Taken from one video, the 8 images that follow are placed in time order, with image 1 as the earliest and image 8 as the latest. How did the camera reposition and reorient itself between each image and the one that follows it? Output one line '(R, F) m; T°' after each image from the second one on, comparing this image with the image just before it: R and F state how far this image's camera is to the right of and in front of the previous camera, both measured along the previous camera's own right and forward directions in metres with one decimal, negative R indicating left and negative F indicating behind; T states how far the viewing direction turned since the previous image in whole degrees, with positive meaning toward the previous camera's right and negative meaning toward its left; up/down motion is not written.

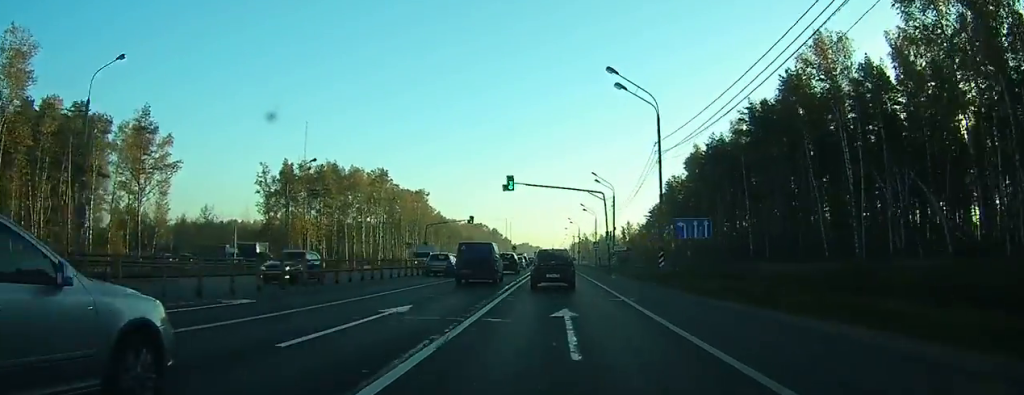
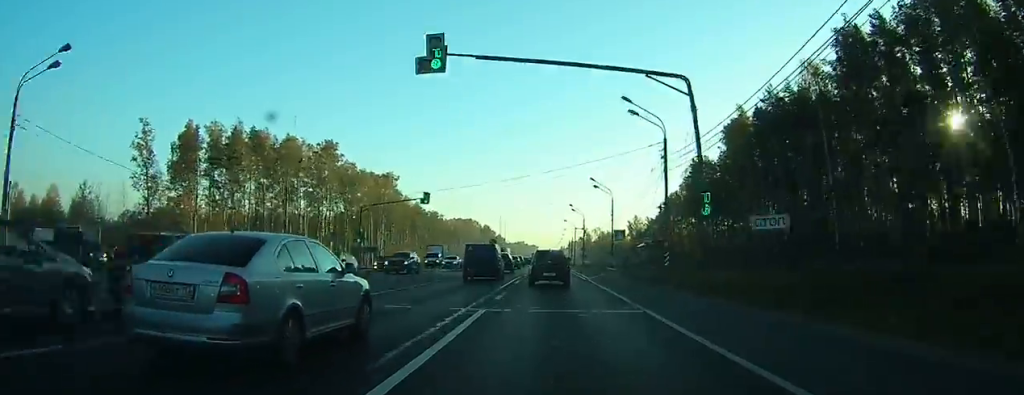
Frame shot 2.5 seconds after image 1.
(-0.1, +34.0) m; 0°
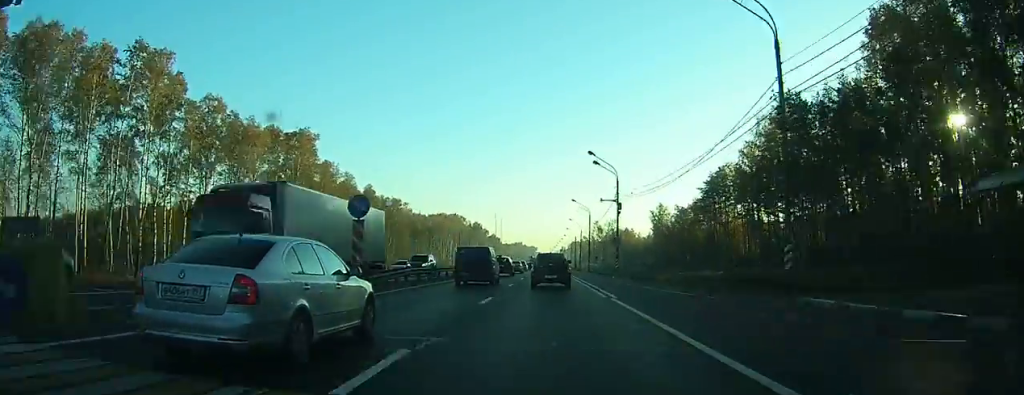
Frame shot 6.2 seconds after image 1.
(+0.2, +52.0) m; 0°
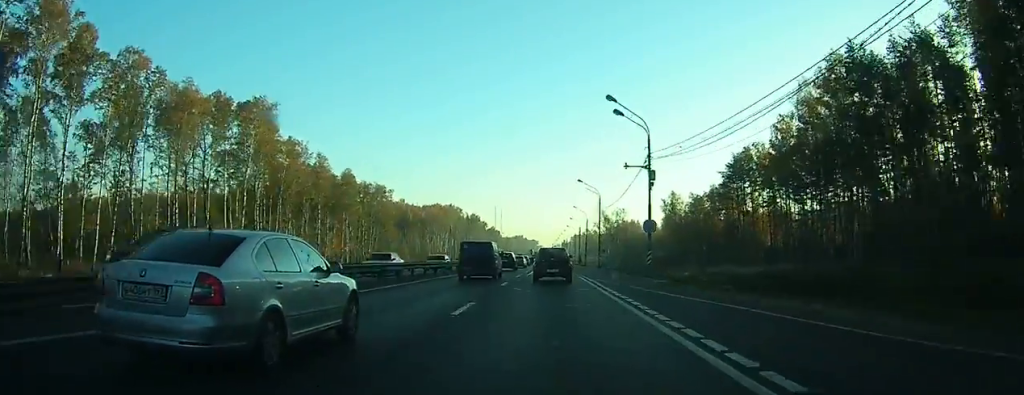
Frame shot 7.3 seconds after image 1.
(-0.2, +18.4) m; 0°
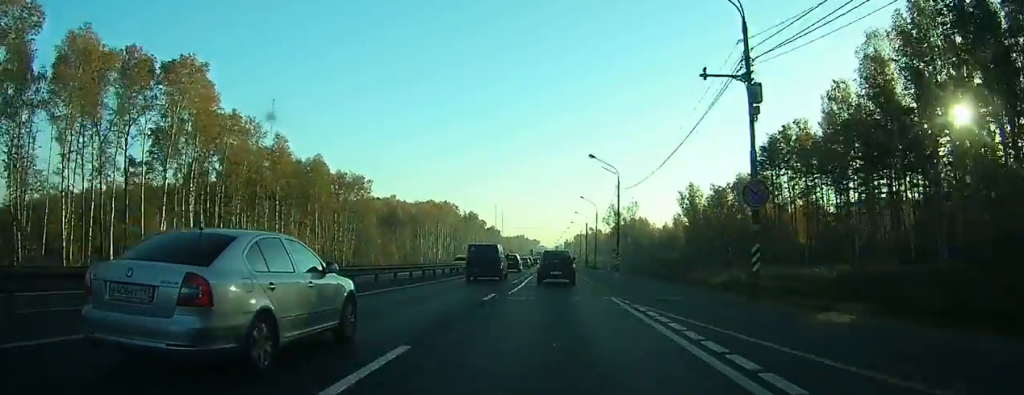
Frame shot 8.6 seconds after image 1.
(-0.1, +20.7) m; 0°
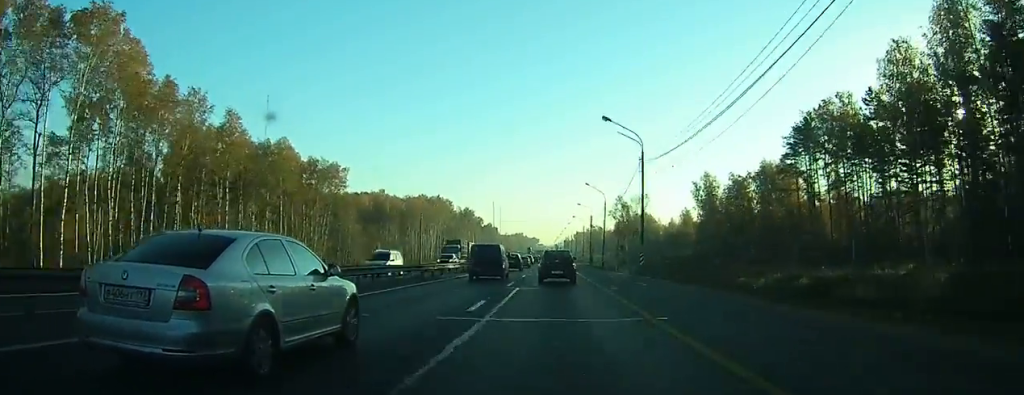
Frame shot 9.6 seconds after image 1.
(+0.1, +16.5) m; +1°
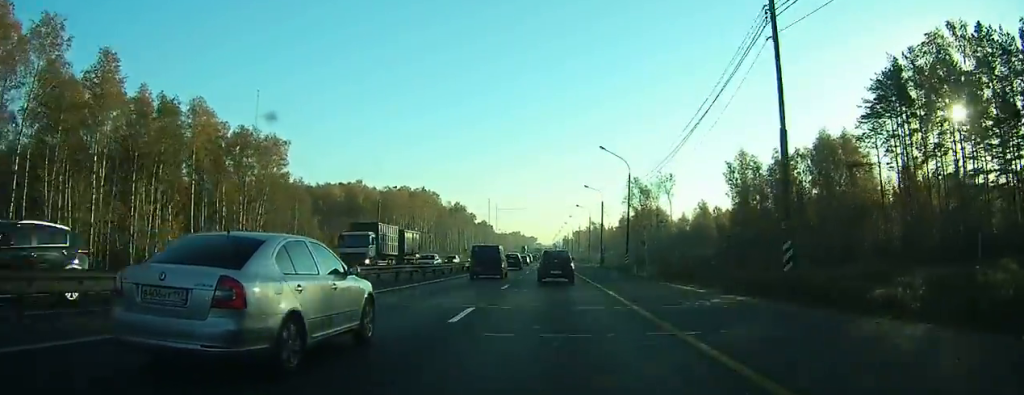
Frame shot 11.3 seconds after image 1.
(+0.3, +27.2) m; 0°
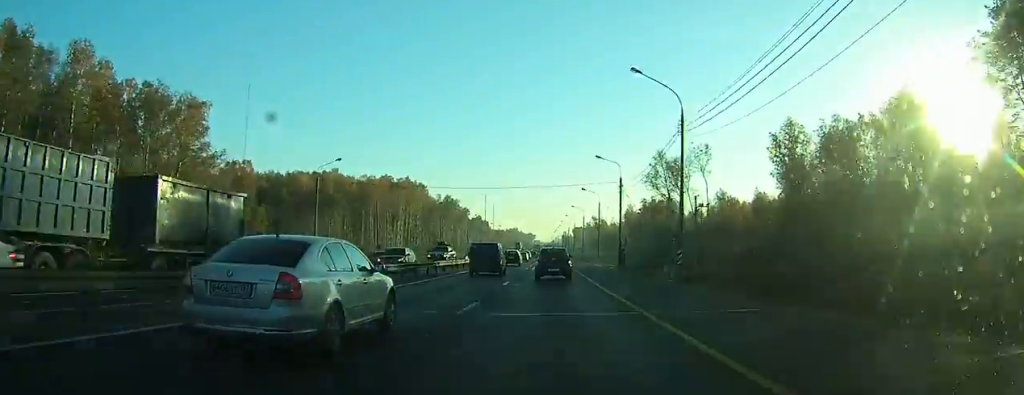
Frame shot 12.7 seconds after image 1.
(+0.1, +22.4) m; 0°
